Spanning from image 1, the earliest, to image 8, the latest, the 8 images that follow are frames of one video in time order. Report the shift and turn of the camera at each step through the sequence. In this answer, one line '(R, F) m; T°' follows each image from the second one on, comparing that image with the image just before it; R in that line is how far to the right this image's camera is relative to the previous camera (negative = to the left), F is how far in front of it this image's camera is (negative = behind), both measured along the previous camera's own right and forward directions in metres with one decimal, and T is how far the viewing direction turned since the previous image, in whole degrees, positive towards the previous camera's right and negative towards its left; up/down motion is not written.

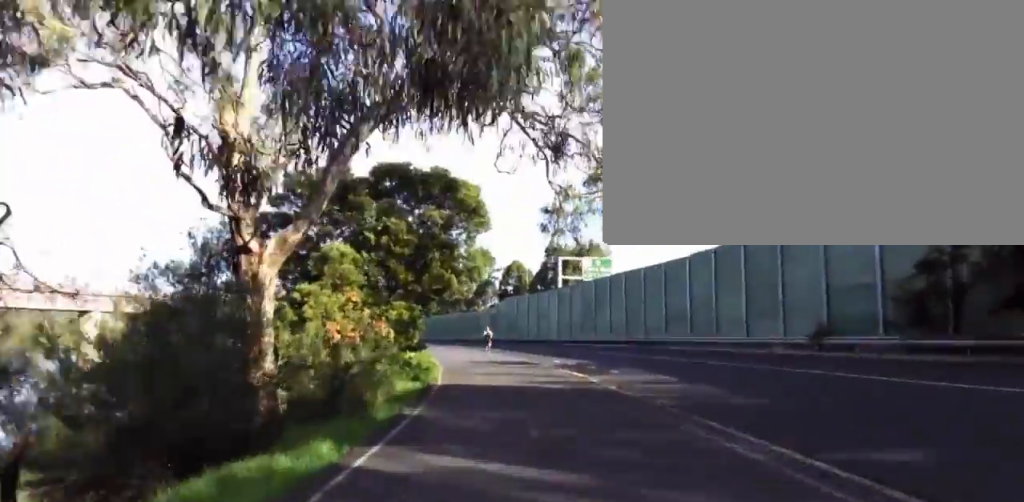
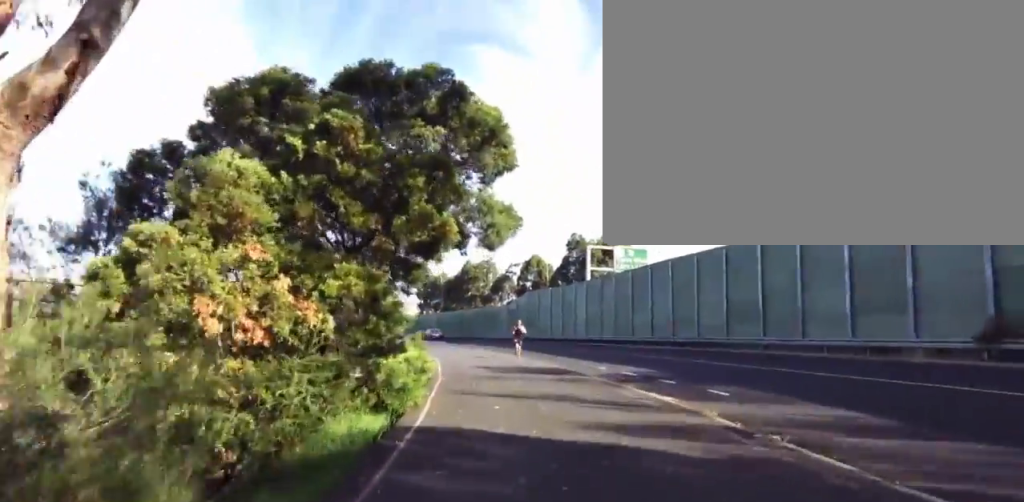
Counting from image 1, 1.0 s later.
(-0.9, +7.7) m; -7°
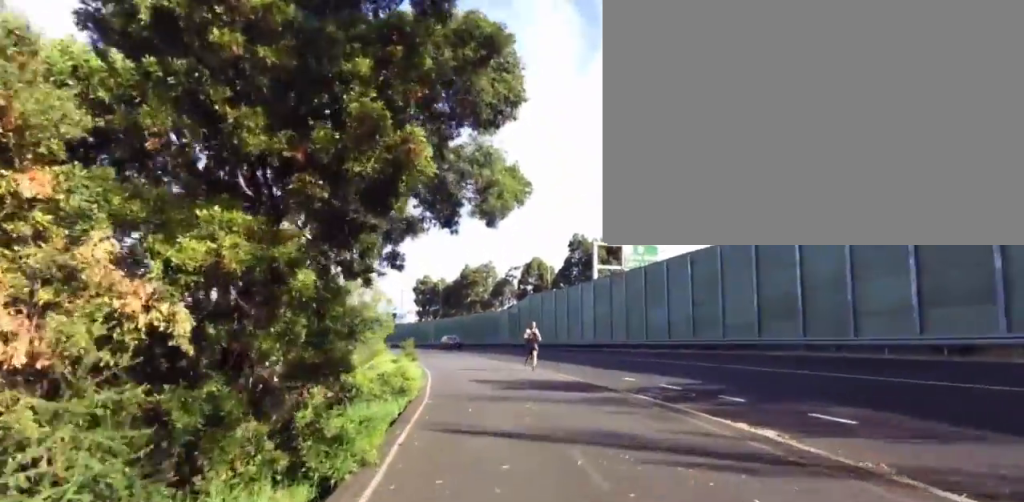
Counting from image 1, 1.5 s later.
(0.0, +3.8) m; 0°
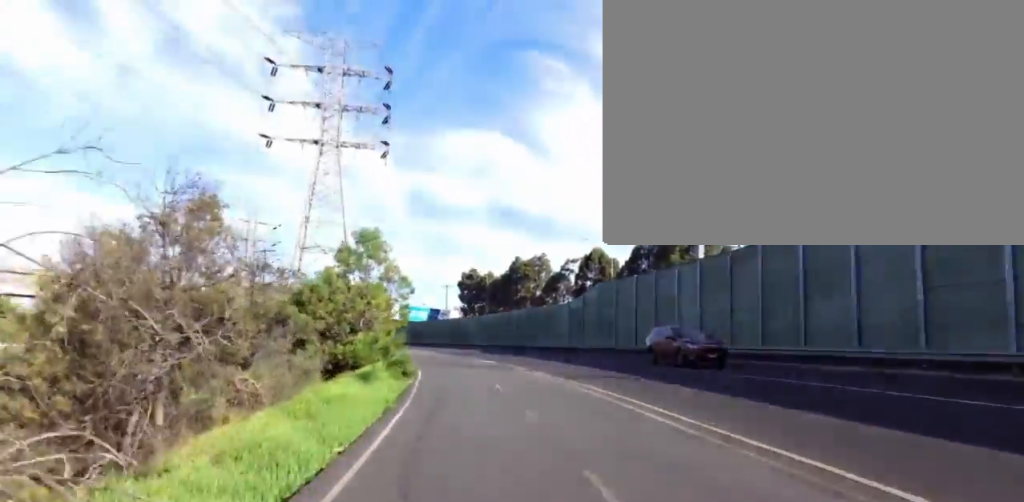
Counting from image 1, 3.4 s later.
(-0.9, +14.0) m; -8°
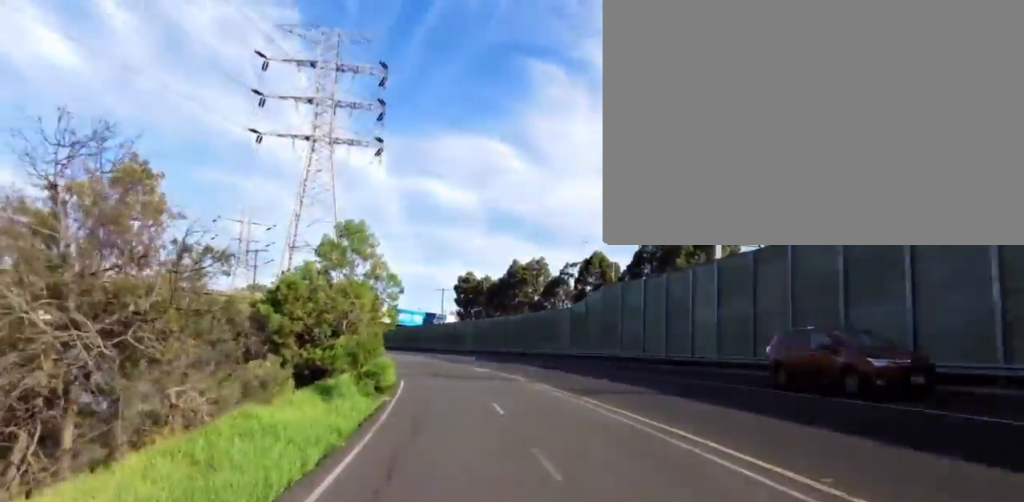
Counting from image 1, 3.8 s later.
(-0.4, +2.7) m; 0°
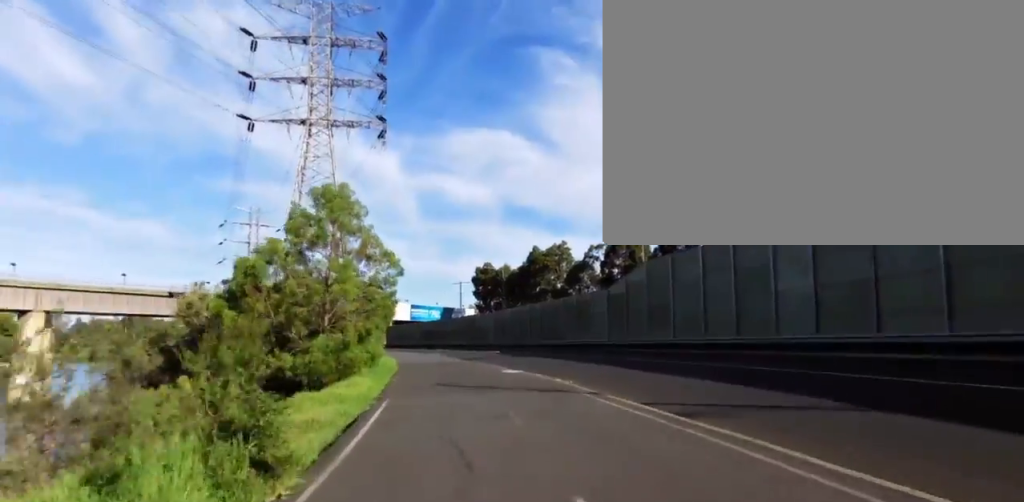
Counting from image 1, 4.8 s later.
(+0.7, +6.9) m; -5°
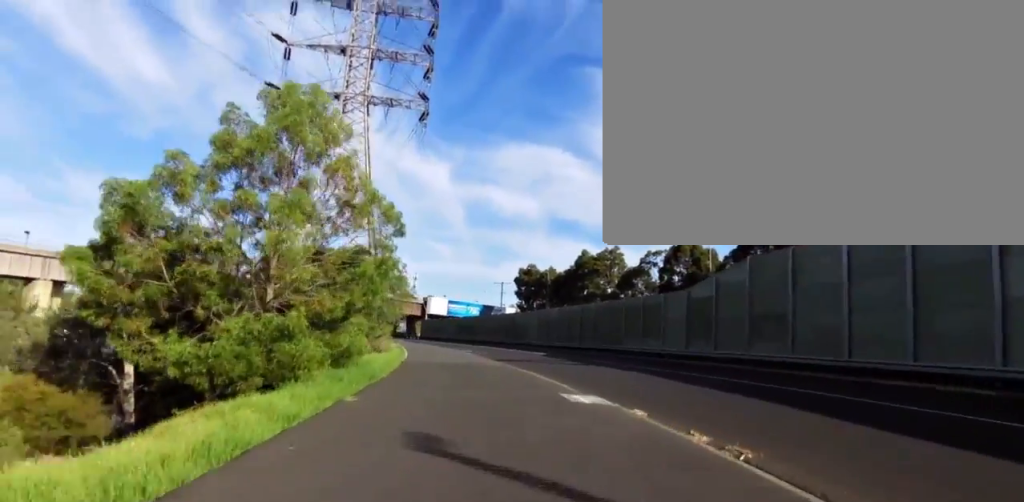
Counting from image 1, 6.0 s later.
(-1.6, +9.2) m; -1°
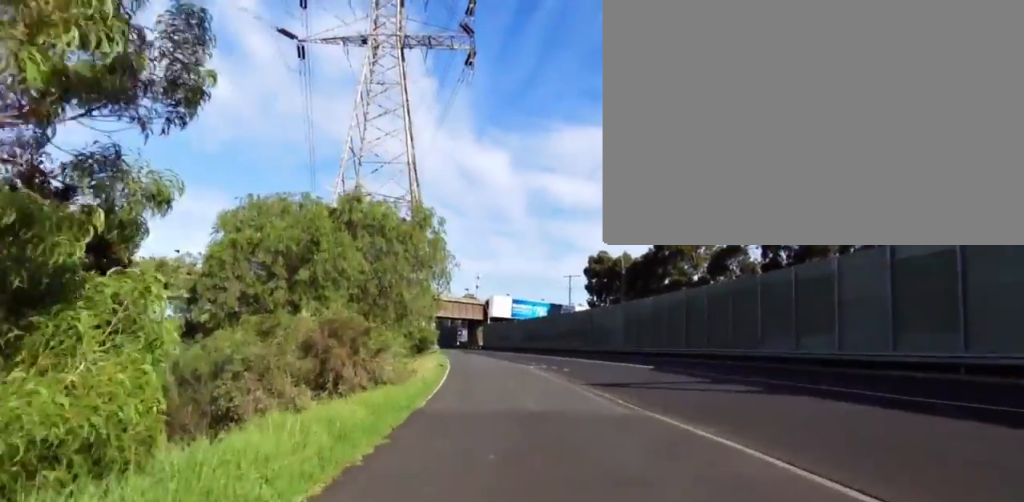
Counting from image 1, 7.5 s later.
(+0.7, +12.1) m; -3°
